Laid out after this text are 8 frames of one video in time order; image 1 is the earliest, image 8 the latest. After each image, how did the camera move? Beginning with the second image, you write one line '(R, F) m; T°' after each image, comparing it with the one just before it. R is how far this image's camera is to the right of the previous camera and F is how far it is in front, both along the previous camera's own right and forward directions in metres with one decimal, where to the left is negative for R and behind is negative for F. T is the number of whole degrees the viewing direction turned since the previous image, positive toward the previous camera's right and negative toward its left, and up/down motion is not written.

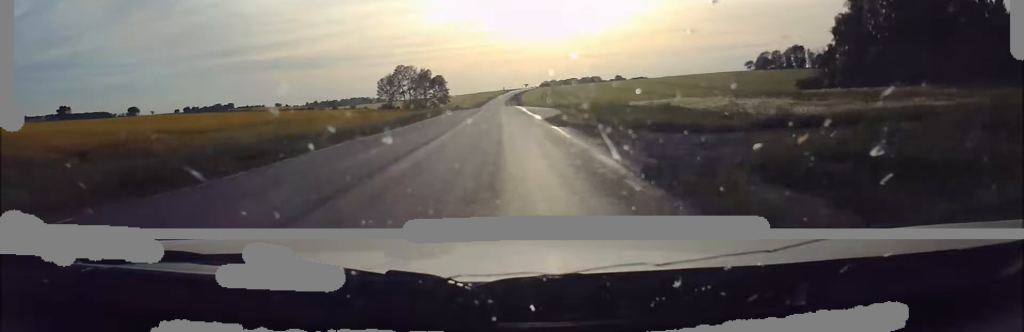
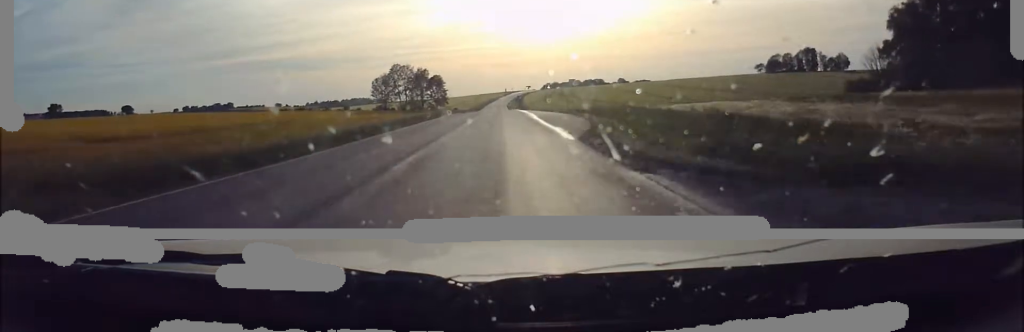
(0.0, +14.7) m; 0°
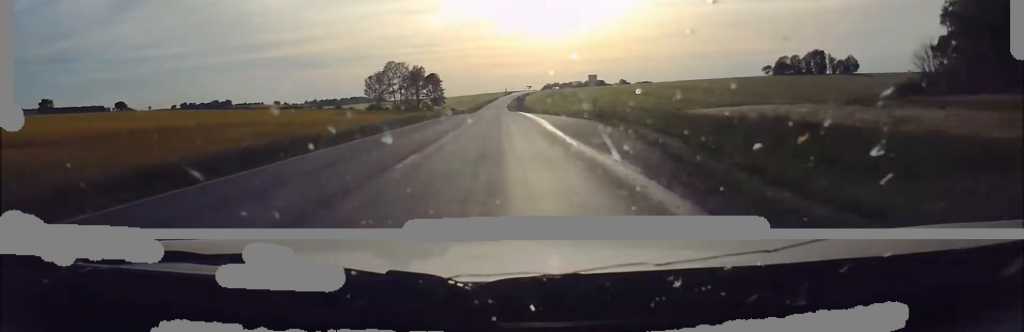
(0.0, +11.8) m; +1°
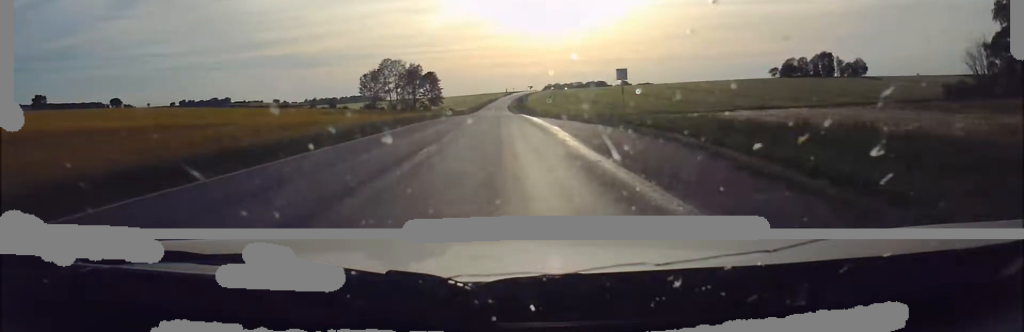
(-0.1, +9.6) m; +1°
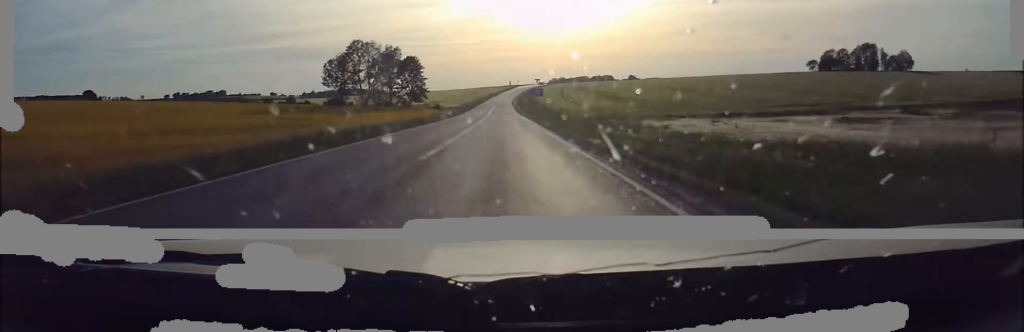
(+1.2, +48.4) m; +2°
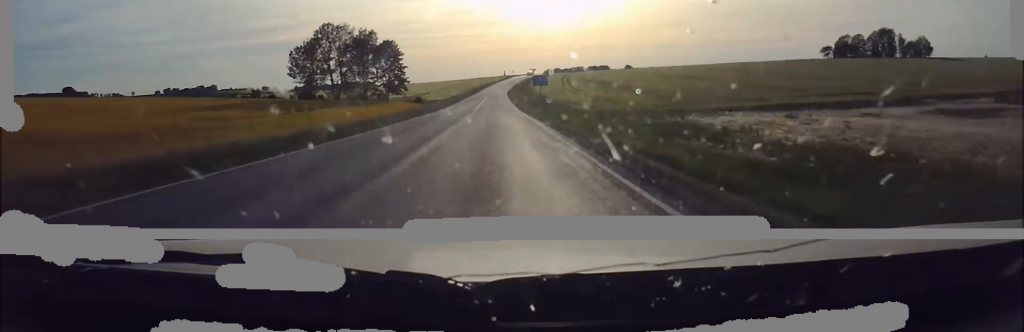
(+0.1, +23.5) m; 0°
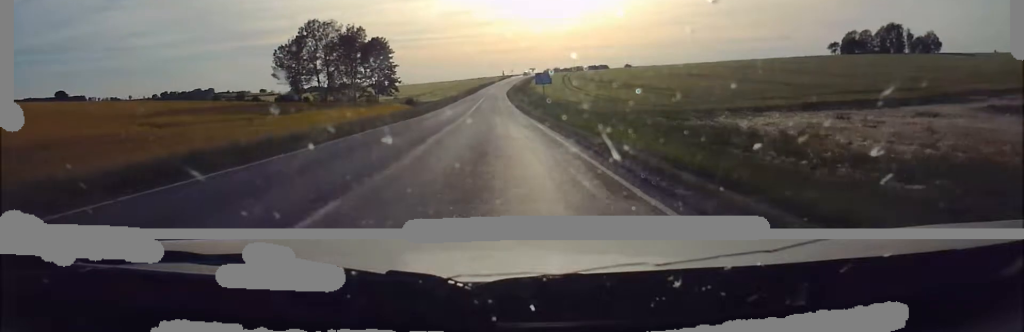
(0.0, +9.6) m; 0°
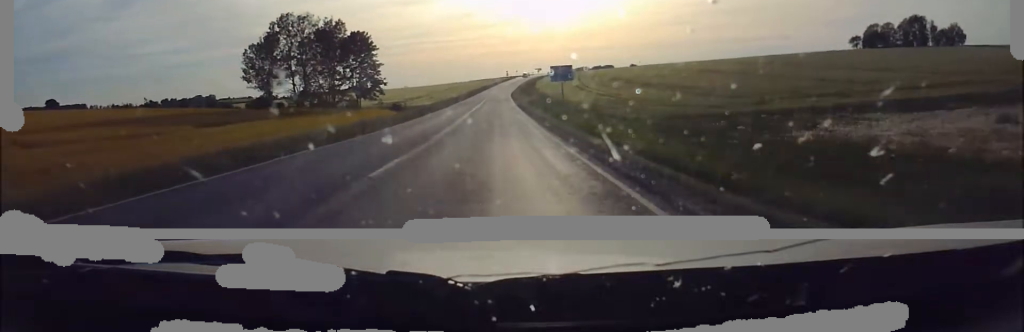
(0.0, +17.6) m; 0°
